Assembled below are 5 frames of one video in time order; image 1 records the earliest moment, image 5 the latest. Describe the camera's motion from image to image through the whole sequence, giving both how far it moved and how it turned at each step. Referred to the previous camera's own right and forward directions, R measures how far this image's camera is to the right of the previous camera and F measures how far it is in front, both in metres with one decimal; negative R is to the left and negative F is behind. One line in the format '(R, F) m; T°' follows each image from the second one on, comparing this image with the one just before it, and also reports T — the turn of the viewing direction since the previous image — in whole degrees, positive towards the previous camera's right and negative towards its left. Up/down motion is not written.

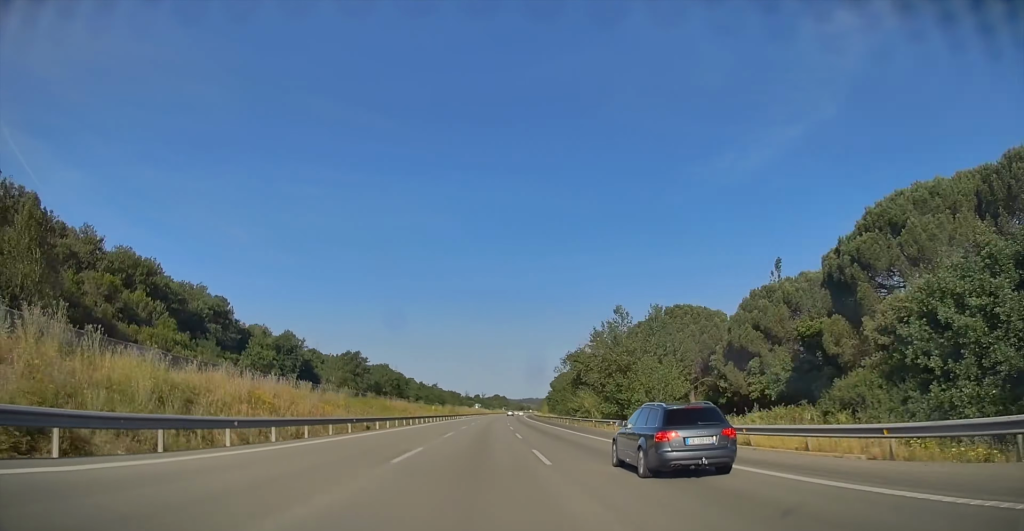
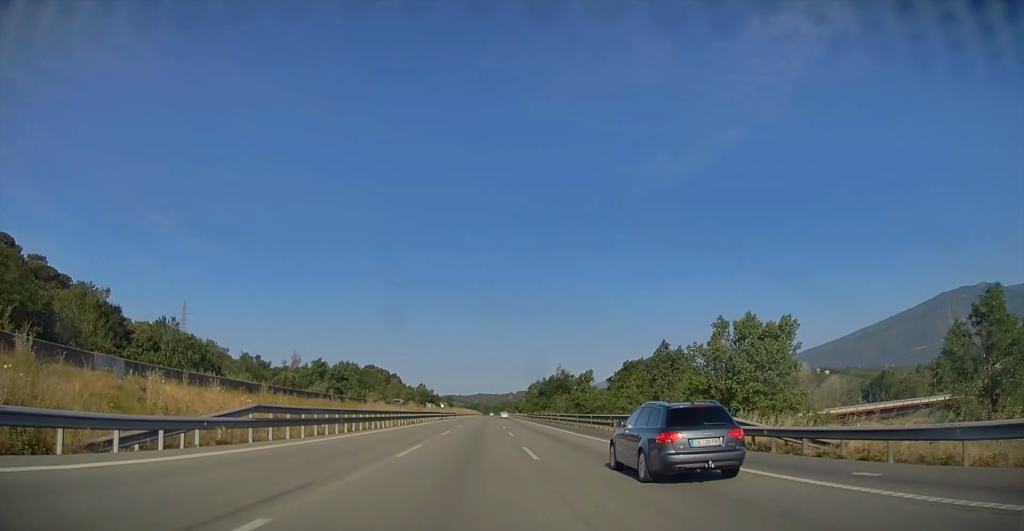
(+28.5, +473.6) m; +5°
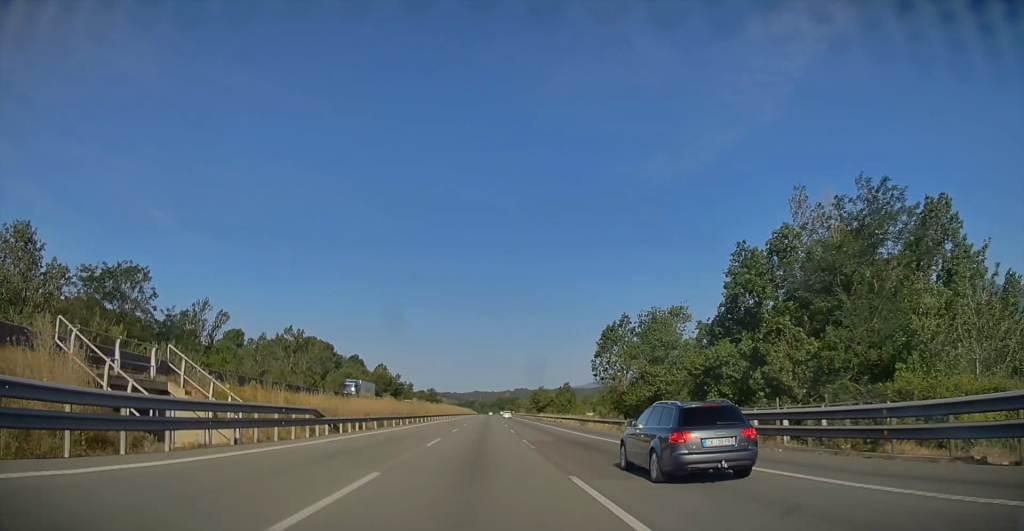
(+1.3, +115.0) m; 0°
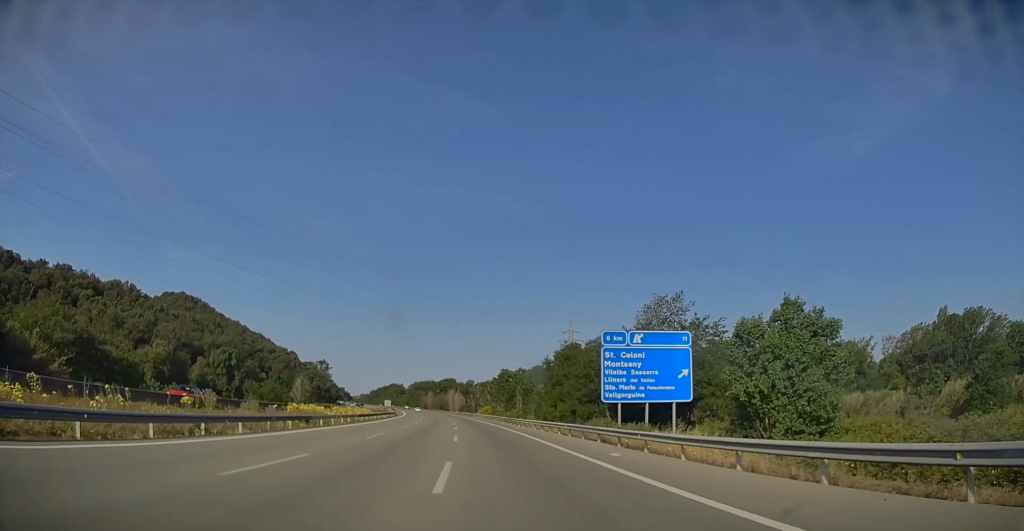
(-88.0, +815.7) m; -19°
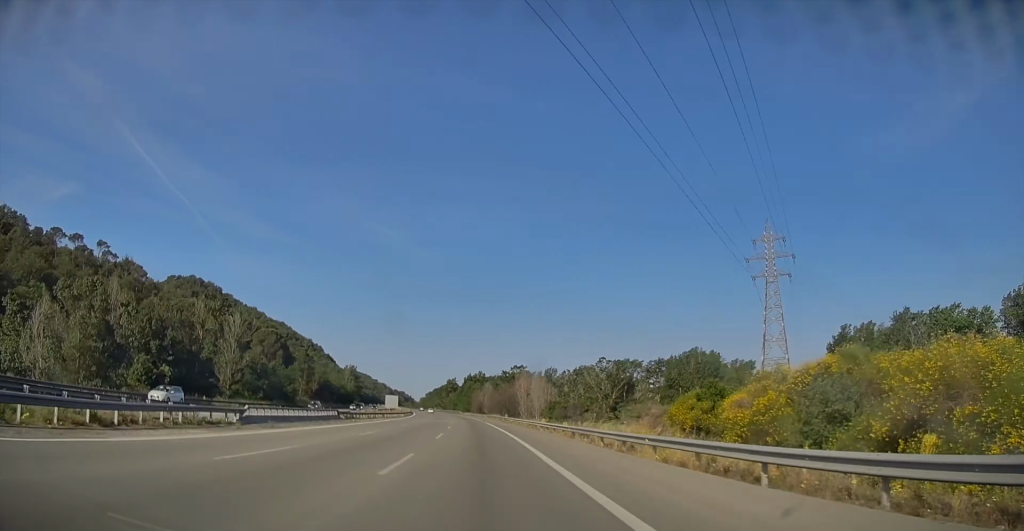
(-9.2, +123.6) m; -4°
